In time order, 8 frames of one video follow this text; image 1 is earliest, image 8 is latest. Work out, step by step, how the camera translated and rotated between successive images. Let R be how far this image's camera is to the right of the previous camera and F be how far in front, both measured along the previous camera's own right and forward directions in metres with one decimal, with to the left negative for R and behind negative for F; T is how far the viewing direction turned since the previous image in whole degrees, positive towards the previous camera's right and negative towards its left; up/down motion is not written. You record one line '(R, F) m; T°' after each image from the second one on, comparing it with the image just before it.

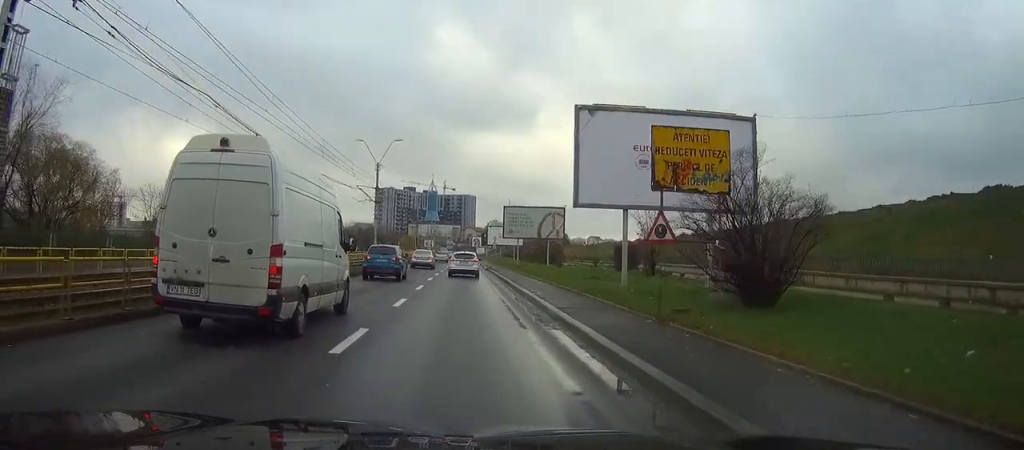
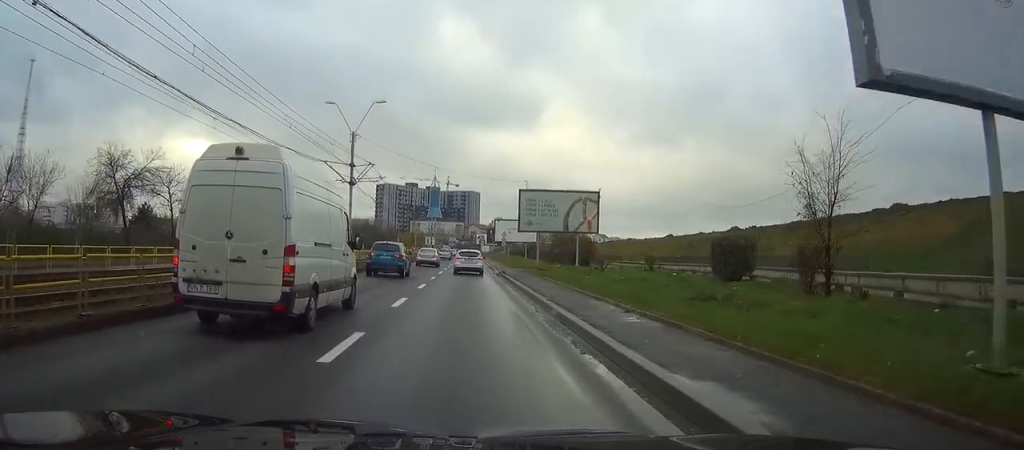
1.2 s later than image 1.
(-0.2, +17.5) m; 0°
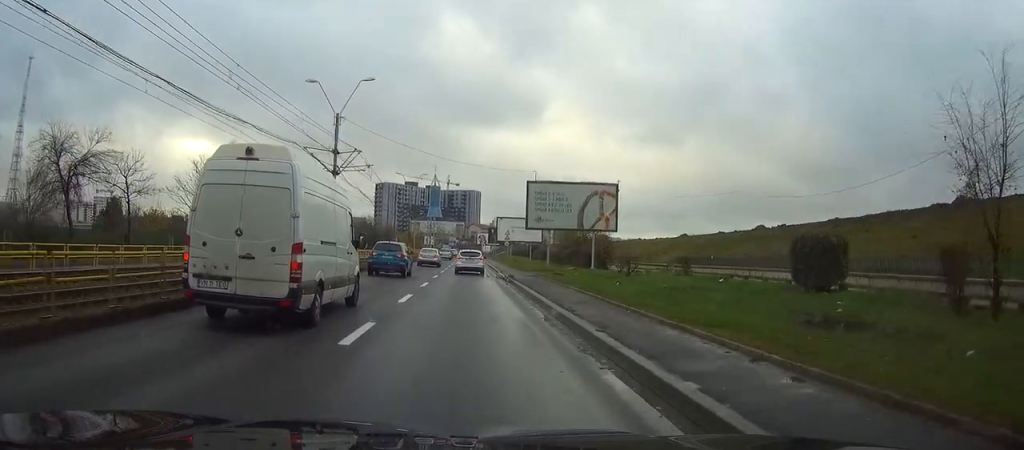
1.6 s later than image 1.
(0.0, +7.0) m; 0°
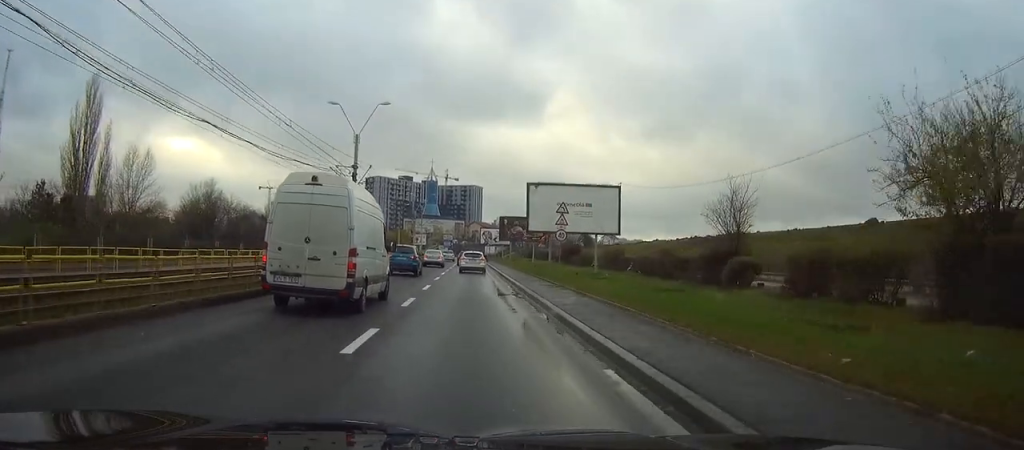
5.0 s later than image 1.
(-0.3, +50.2) m; -1°
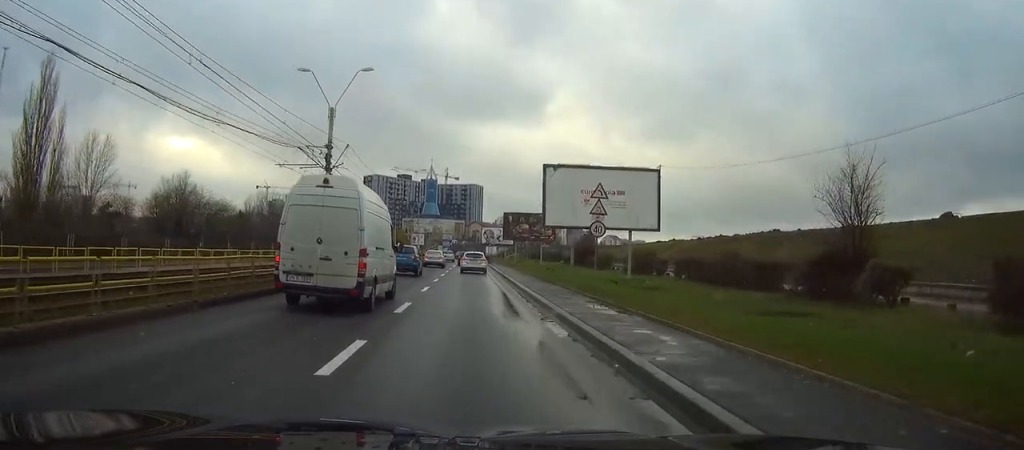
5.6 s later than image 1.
(0.0, +9.9) m; 0°
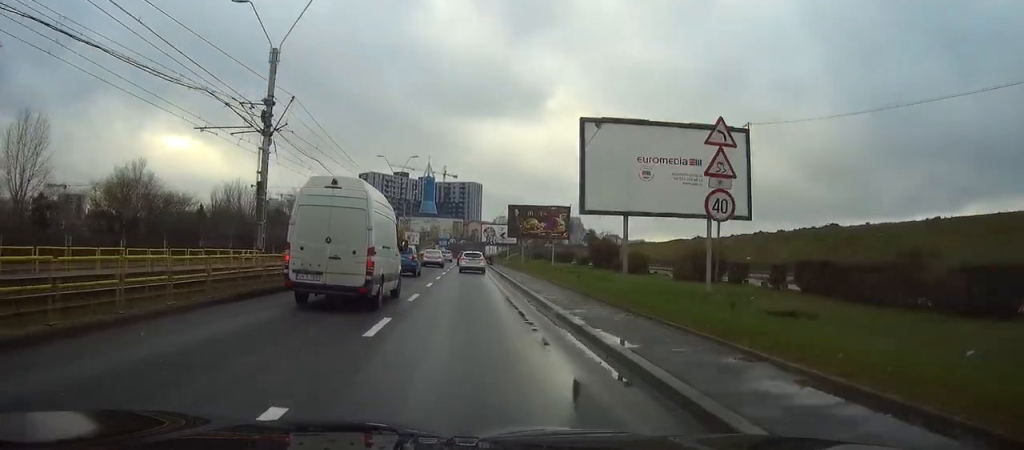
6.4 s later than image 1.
(0.0, +12.8) m; 0°
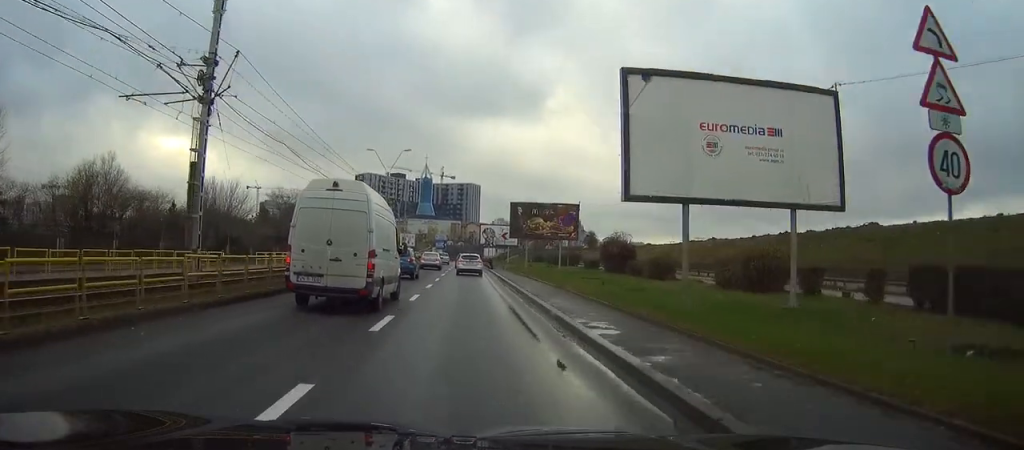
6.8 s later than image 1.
(+0.1, +7.2) m; 0°
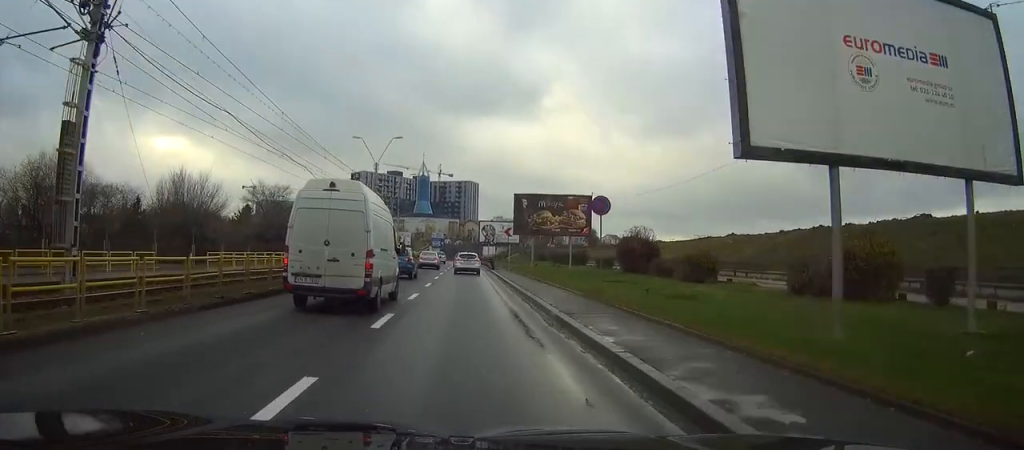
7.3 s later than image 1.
(0.0, +7.7) m; 0°
